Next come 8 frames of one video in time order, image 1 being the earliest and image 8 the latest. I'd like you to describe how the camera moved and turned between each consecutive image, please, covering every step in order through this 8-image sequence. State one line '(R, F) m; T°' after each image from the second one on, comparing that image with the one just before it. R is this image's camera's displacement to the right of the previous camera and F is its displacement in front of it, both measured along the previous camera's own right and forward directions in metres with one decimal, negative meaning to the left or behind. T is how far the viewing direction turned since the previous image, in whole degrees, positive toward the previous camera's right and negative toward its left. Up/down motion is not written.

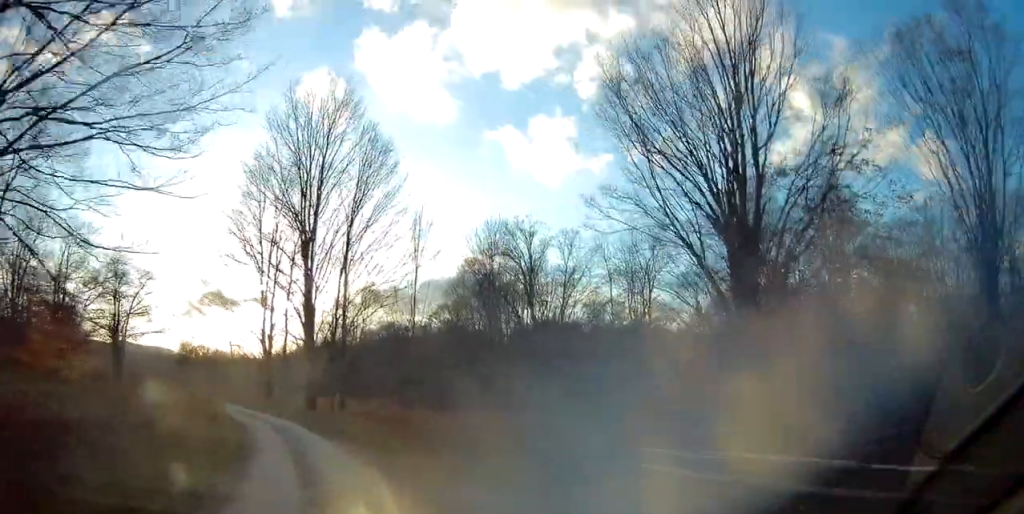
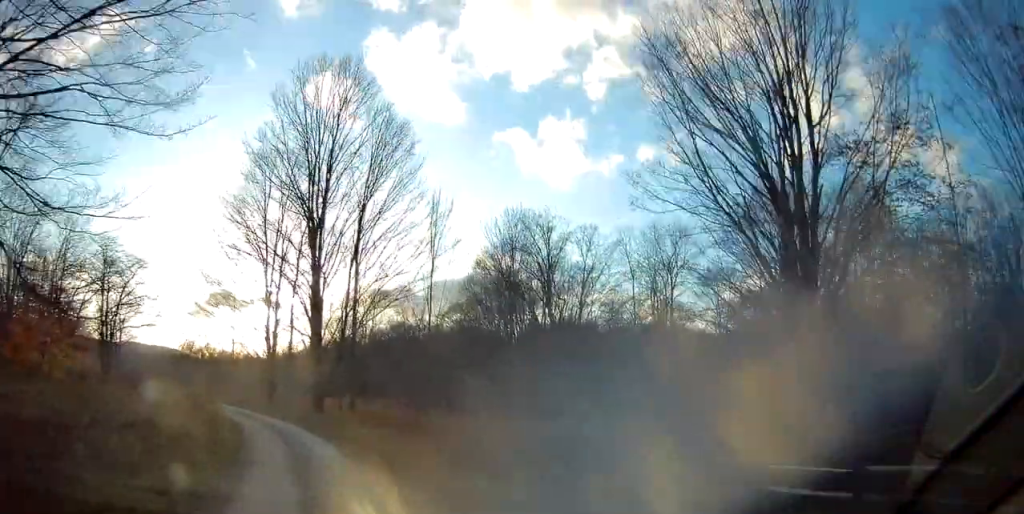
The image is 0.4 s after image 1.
(0.0, +3.0) m; -1°
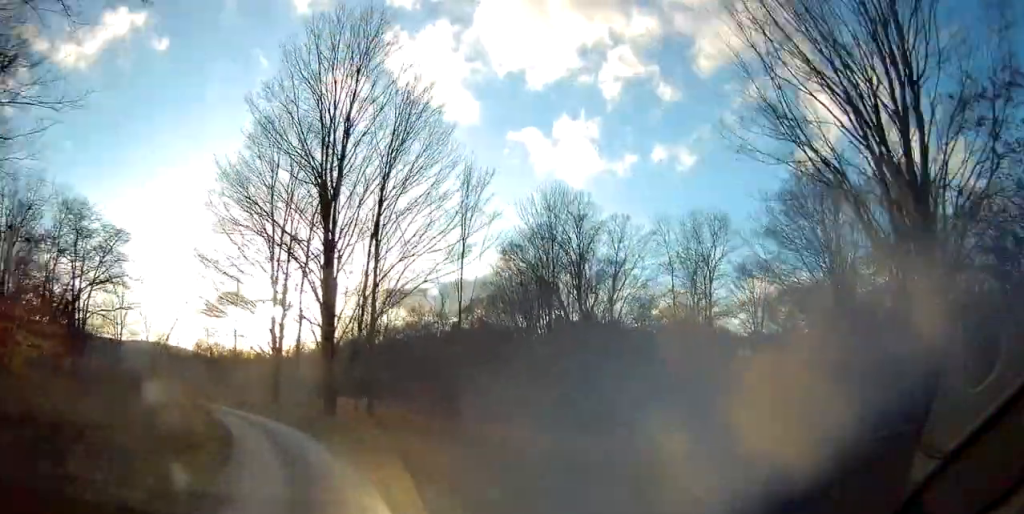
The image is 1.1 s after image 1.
(-0.1, +5.0) m; -2°
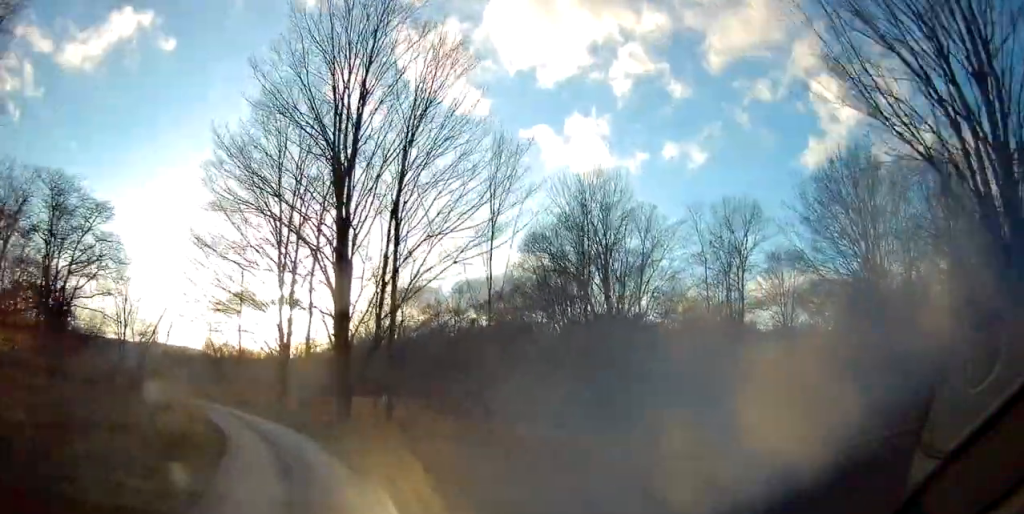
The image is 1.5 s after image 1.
(-0.1, +3.4) m; -1°
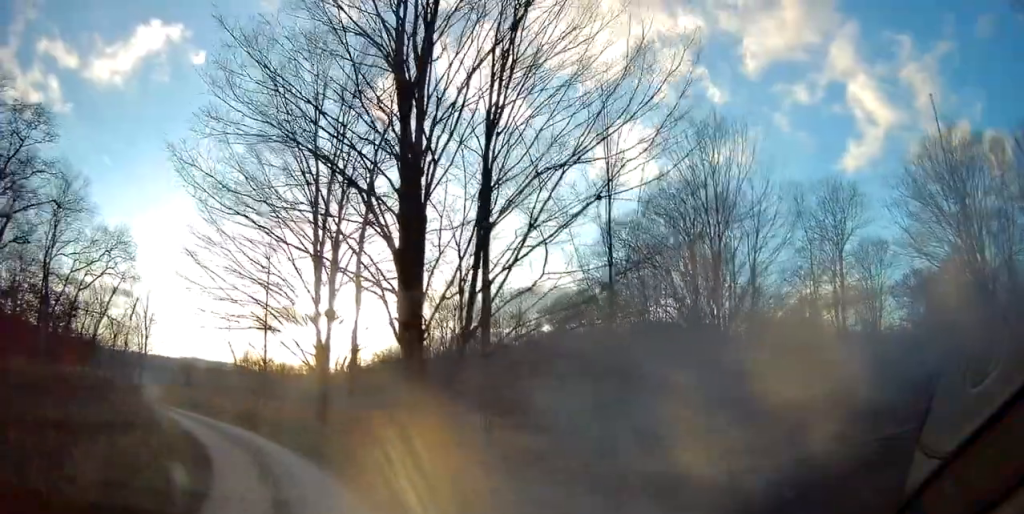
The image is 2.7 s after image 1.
(-0.1, +8.8) m; -1°
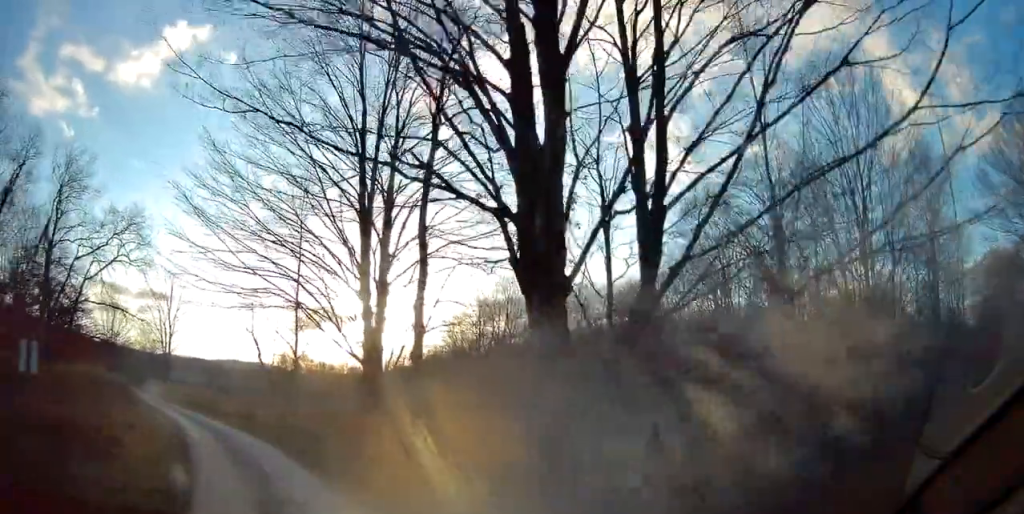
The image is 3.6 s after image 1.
(-0.1, +7.4) m; +1°
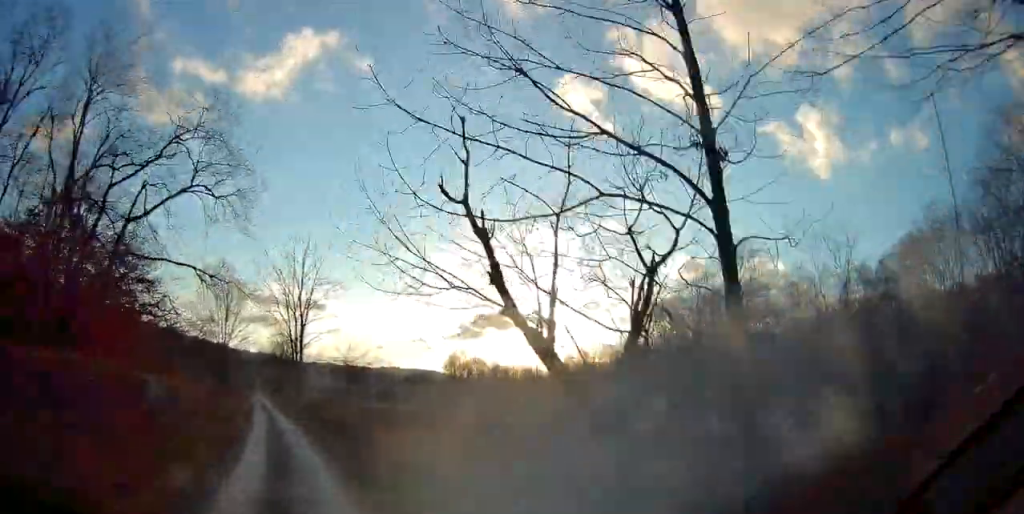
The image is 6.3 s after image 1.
(-2.3, +20.5) m; -17°
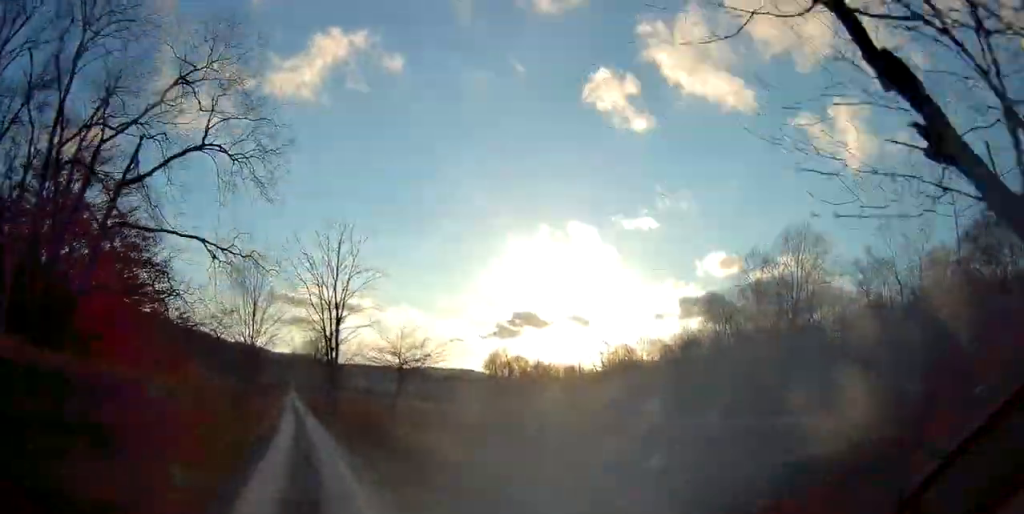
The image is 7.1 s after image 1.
(-0.2, +5.7) m; -3°
